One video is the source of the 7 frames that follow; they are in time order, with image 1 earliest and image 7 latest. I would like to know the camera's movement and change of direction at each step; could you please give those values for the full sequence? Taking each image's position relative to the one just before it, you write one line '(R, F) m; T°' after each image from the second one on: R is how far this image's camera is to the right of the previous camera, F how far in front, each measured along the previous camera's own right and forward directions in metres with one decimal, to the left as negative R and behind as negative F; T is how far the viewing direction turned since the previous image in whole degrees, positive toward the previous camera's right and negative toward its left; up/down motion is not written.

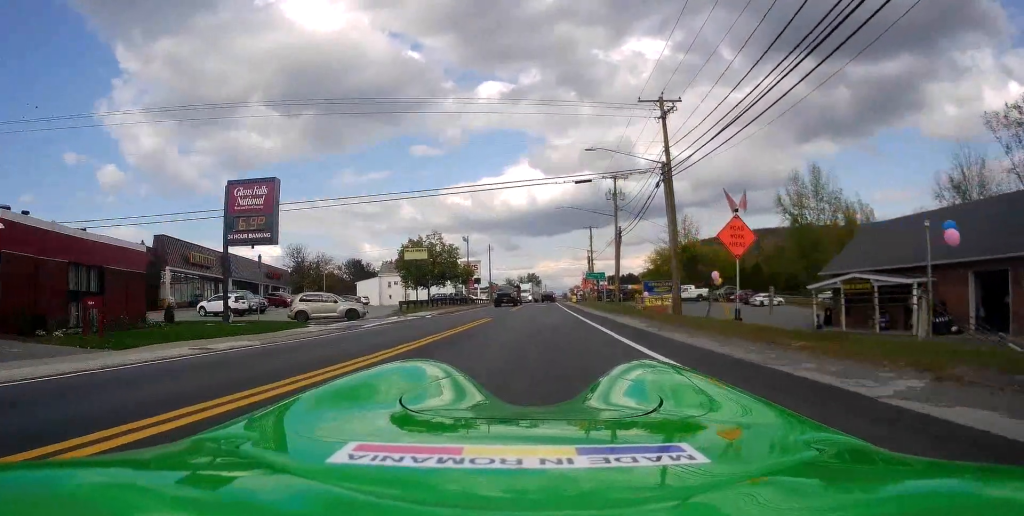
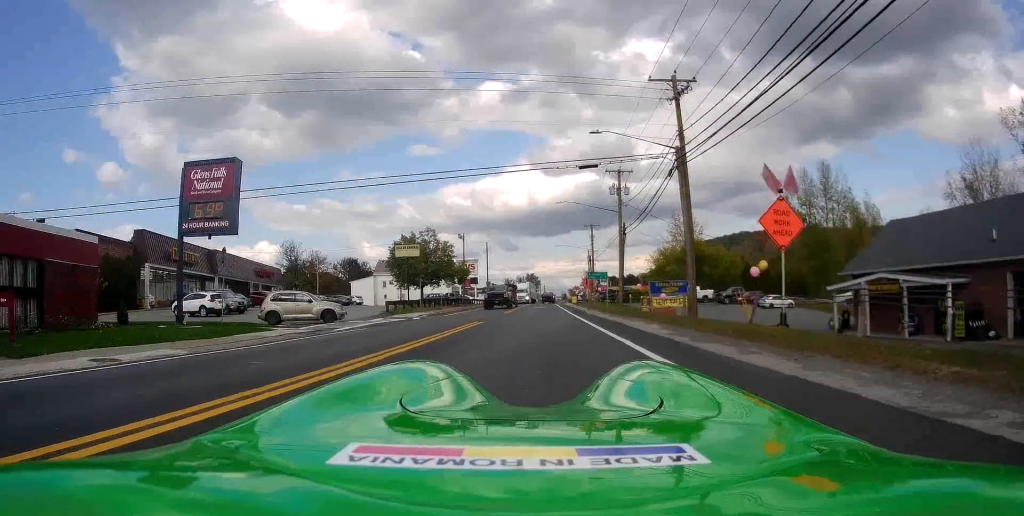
(-0.1, +3.4) m; 0°
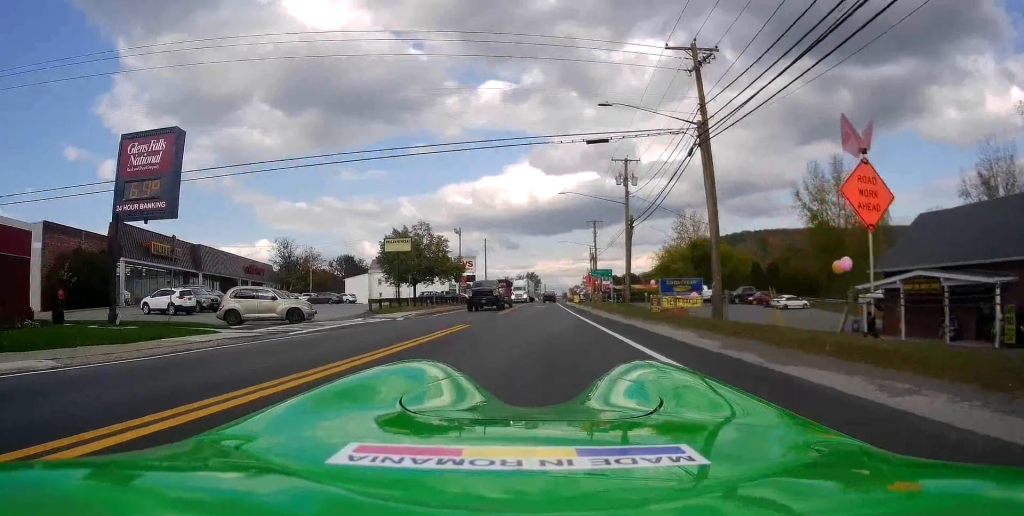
(+0.2, +3.7) m; +2°
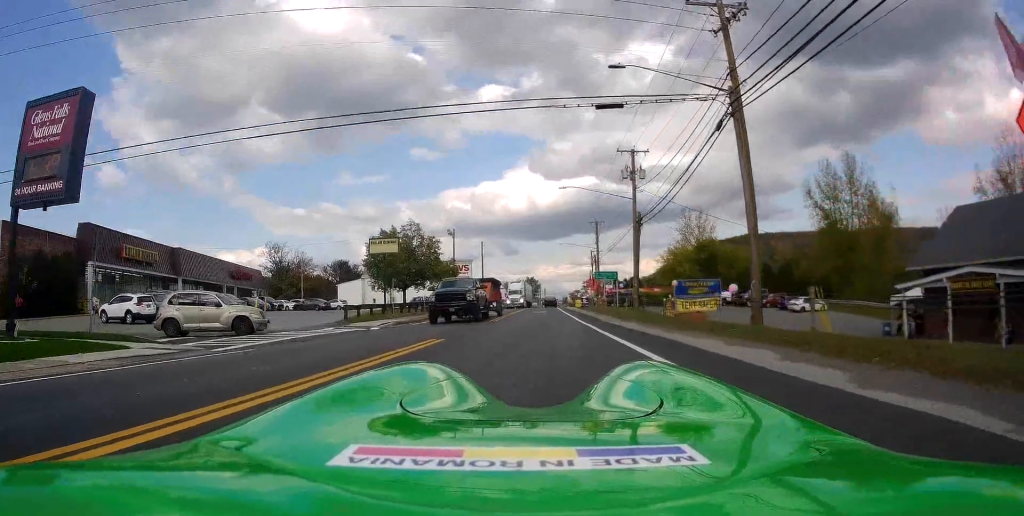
(+0.1, +4.3) m; +2°
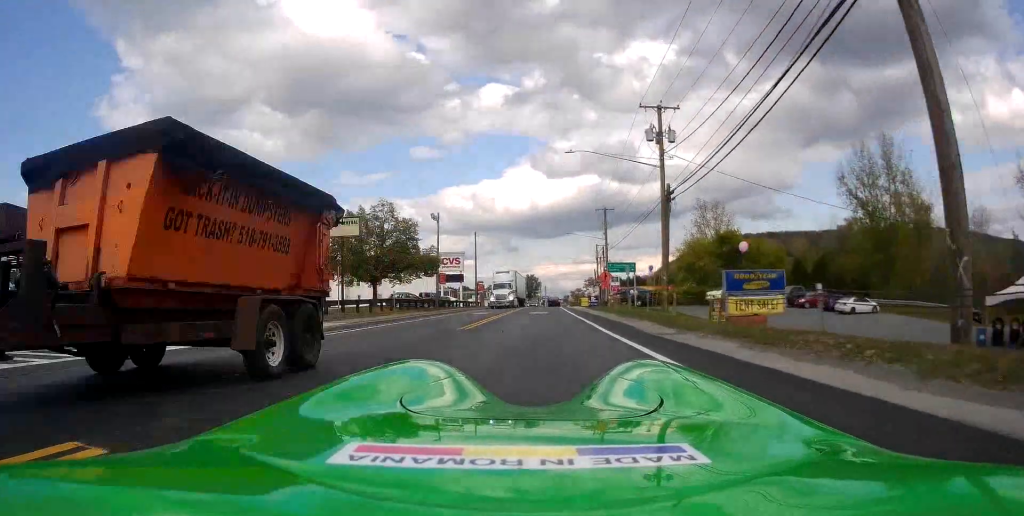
(0.0, +9.6) m; -1°
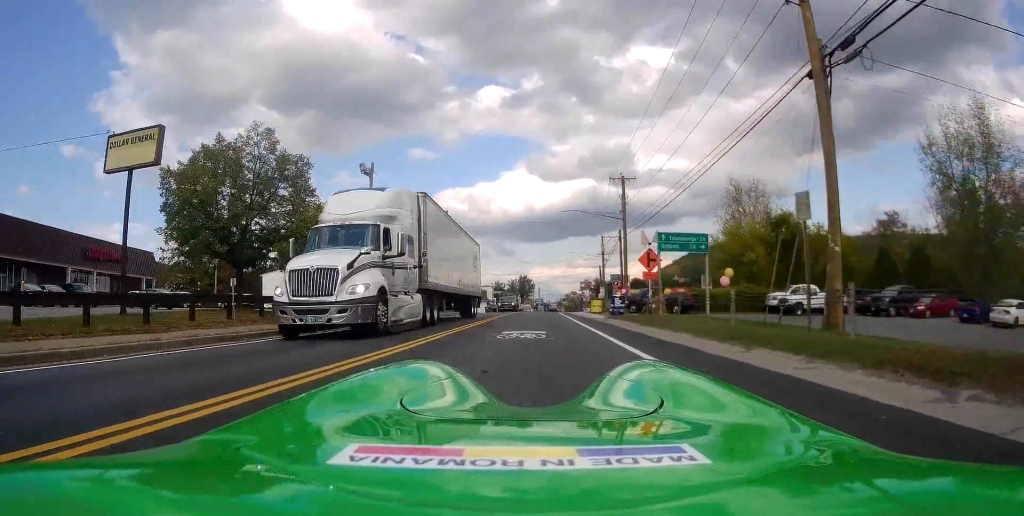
(+0.1, +20.4) m; 0°
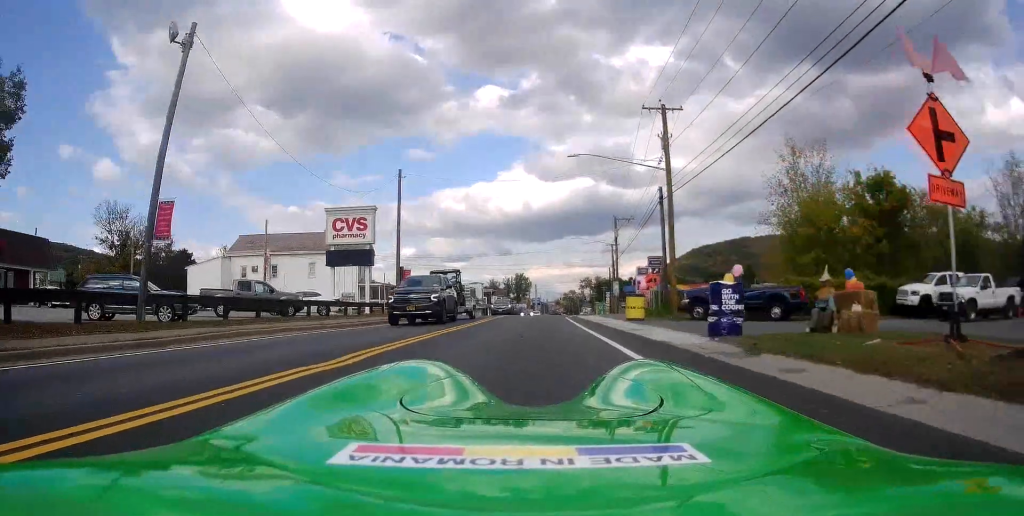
(-0.1, +19.9) m; 0°
